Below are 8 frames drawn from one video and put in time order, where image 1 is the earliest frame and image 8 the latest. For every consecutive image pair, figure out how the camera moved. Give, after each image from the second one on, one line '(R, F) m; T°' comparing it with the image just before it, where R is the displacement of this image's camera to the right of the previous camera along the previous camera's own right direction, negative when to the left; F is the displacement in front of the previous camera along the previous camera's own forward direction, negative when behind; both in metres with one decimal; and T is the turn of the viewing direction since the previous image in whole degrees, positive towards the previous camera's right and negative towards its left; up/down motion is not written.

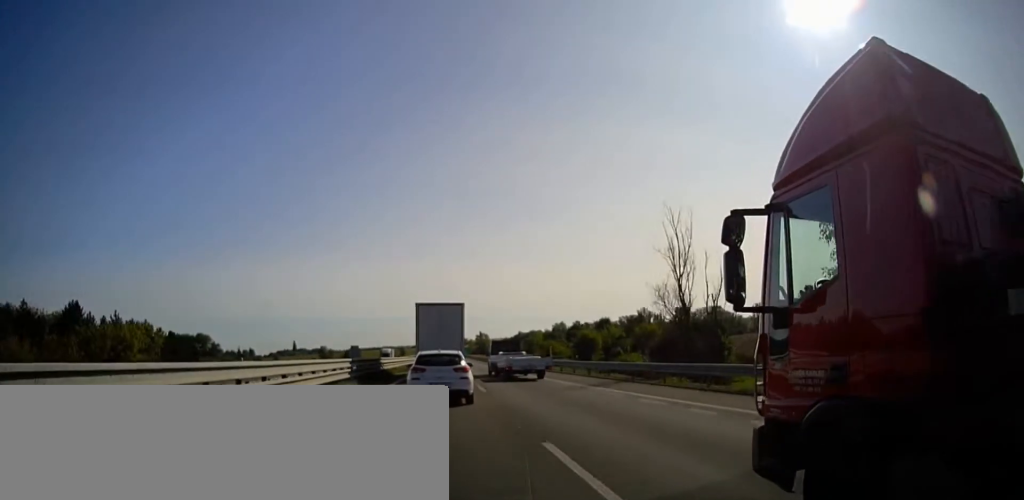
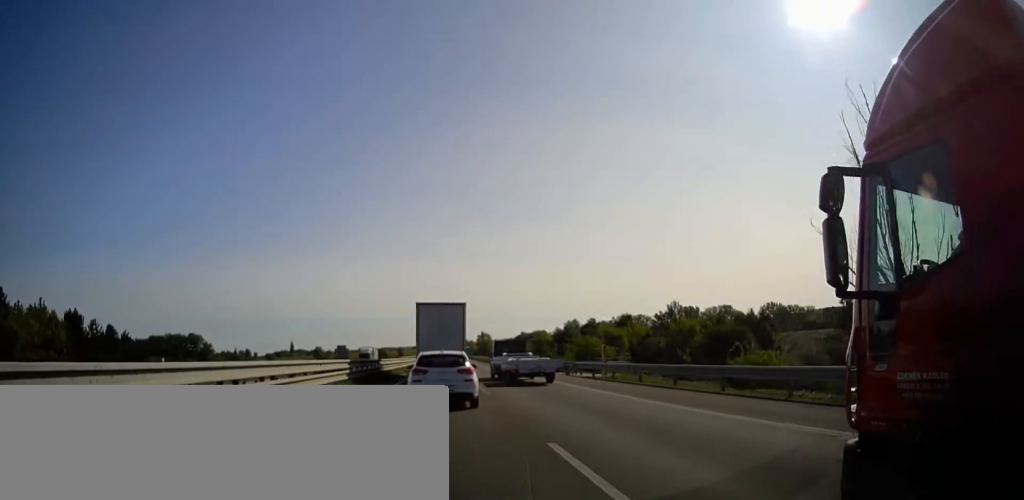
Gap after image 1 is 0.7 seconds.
(0.0, +17.1) m; 0°
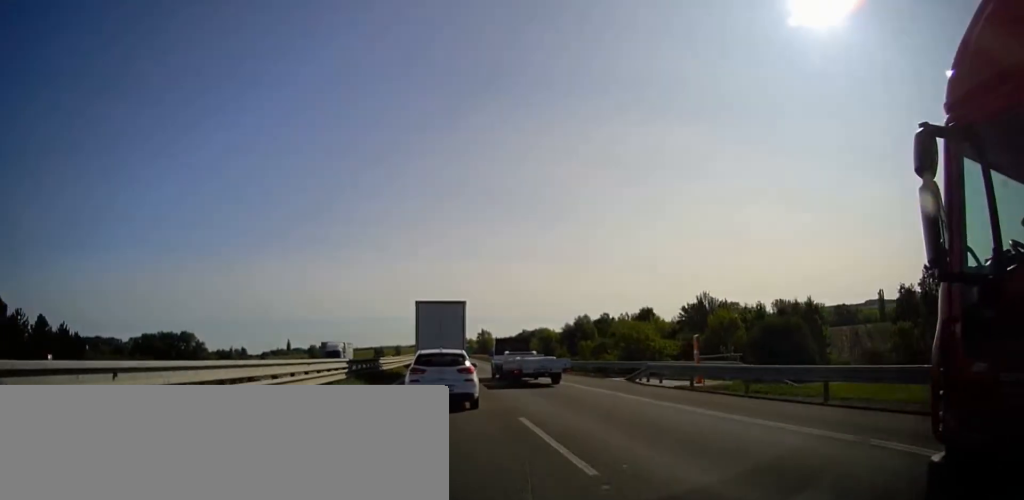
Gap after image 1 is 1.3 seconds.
(0.0, +13.8) m; 0°
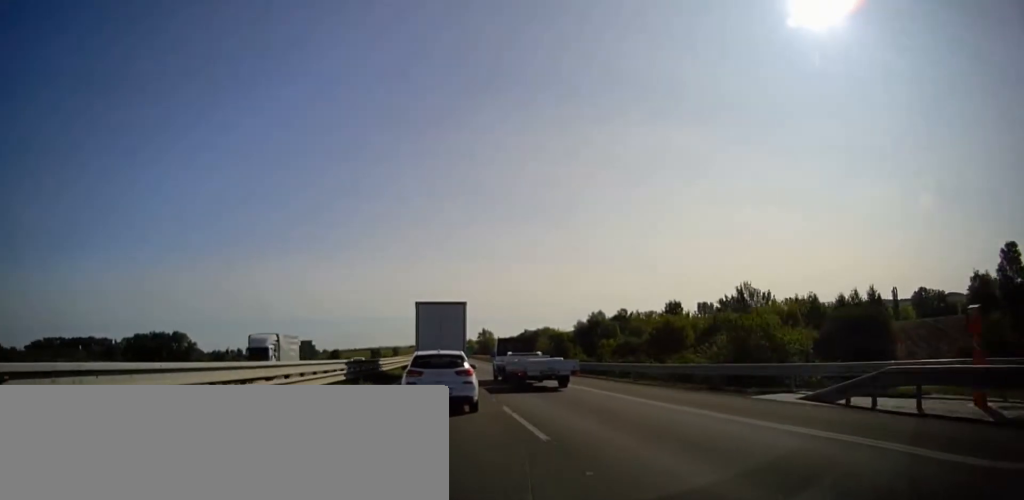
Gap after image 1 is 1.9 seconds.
(-0.1, +14.5) m; 0°
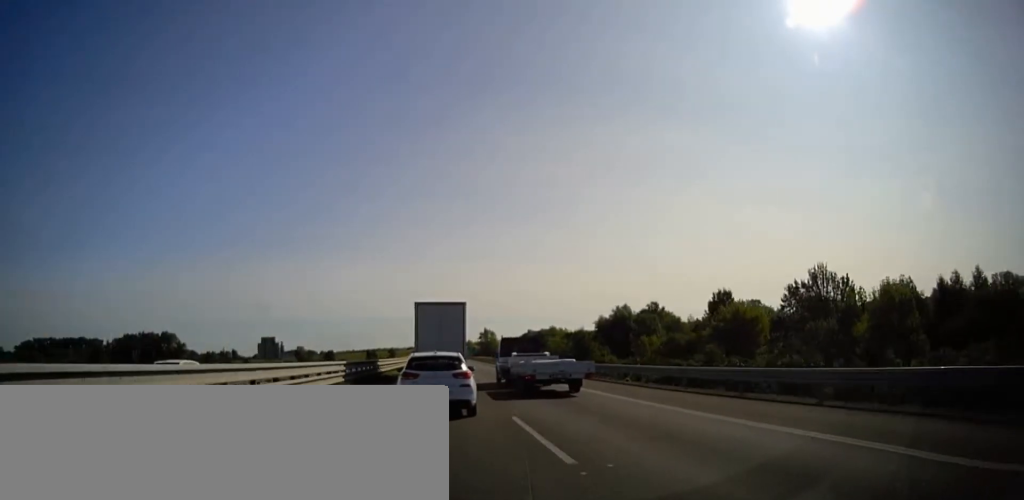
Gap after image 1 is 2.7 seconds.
(0.0, +19.3) m; 0°
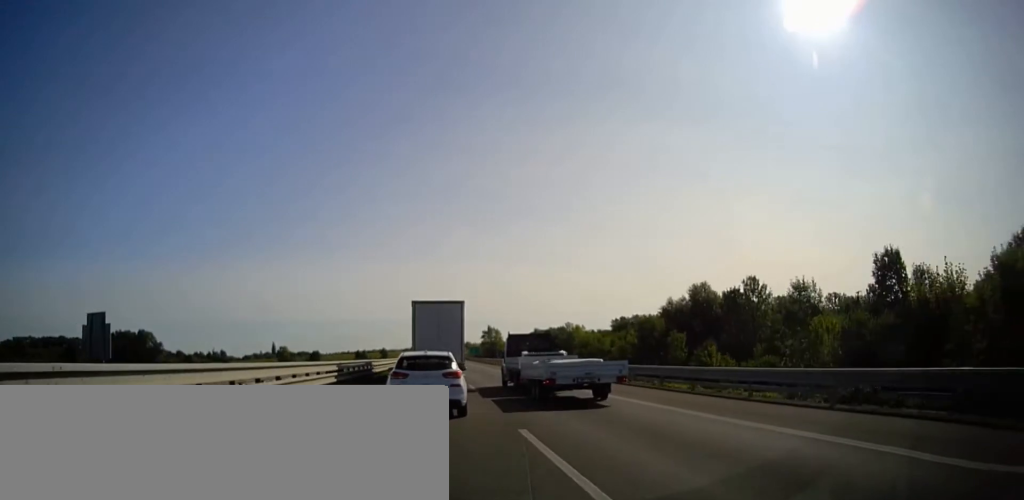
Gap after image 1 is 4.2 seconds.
(+0.2, +37.2) m; +1°
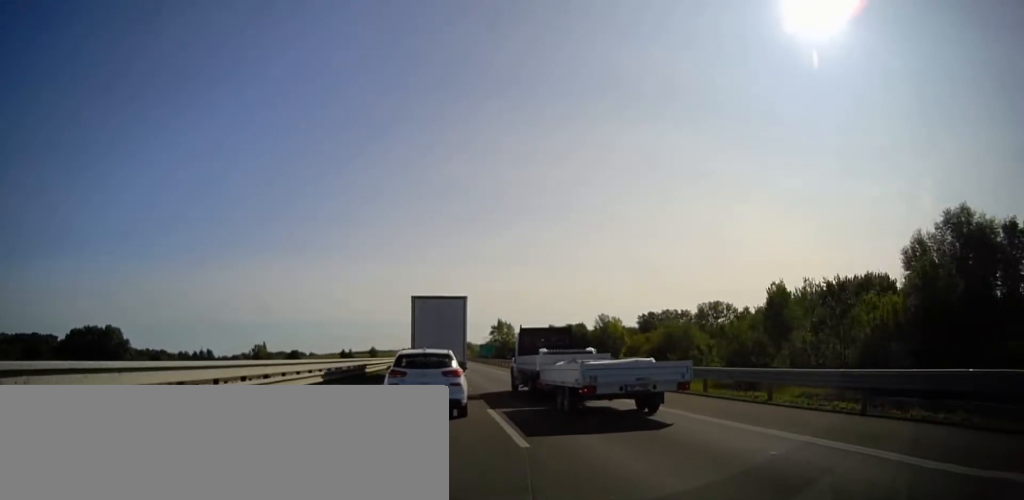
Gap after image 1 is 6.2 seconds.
(+0.2, +48.4) m; 0°
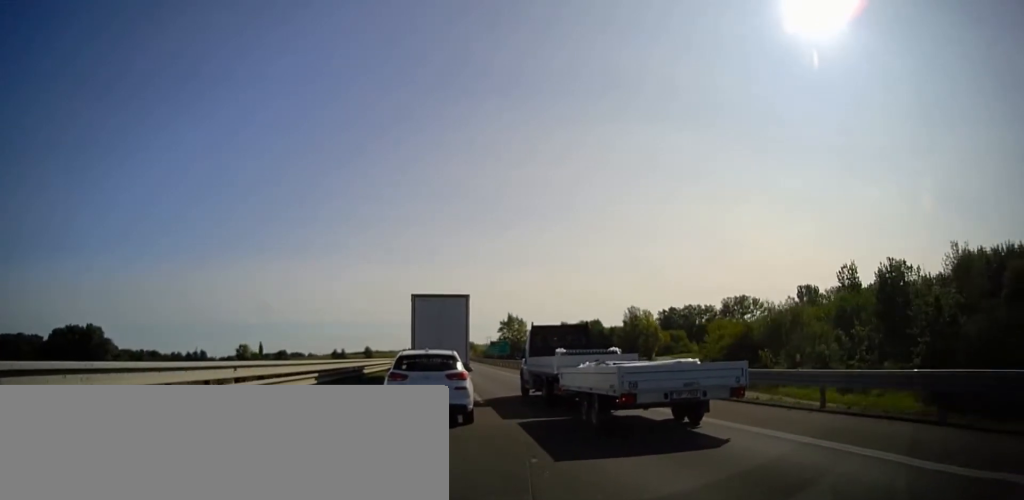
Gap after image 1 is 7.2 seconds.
(-0.1, +26.3) m; 0°
